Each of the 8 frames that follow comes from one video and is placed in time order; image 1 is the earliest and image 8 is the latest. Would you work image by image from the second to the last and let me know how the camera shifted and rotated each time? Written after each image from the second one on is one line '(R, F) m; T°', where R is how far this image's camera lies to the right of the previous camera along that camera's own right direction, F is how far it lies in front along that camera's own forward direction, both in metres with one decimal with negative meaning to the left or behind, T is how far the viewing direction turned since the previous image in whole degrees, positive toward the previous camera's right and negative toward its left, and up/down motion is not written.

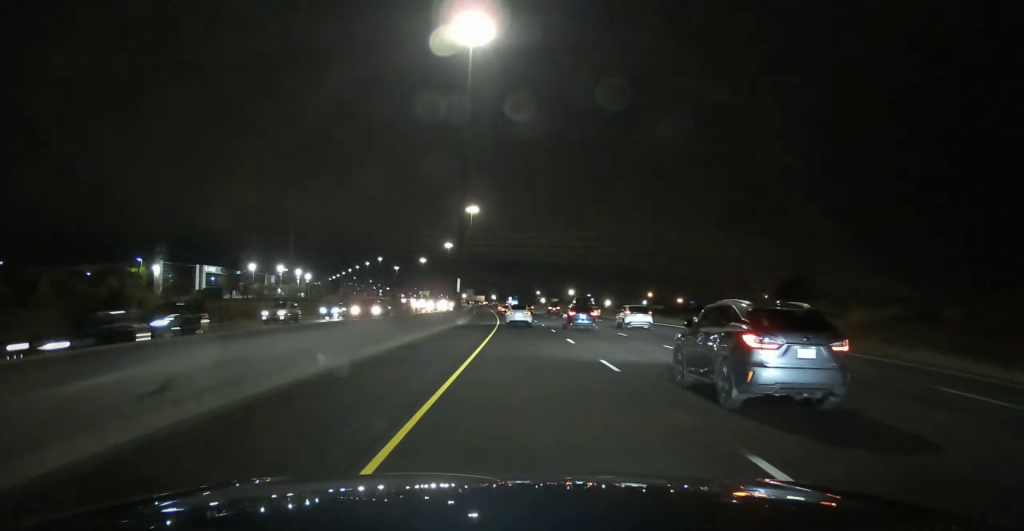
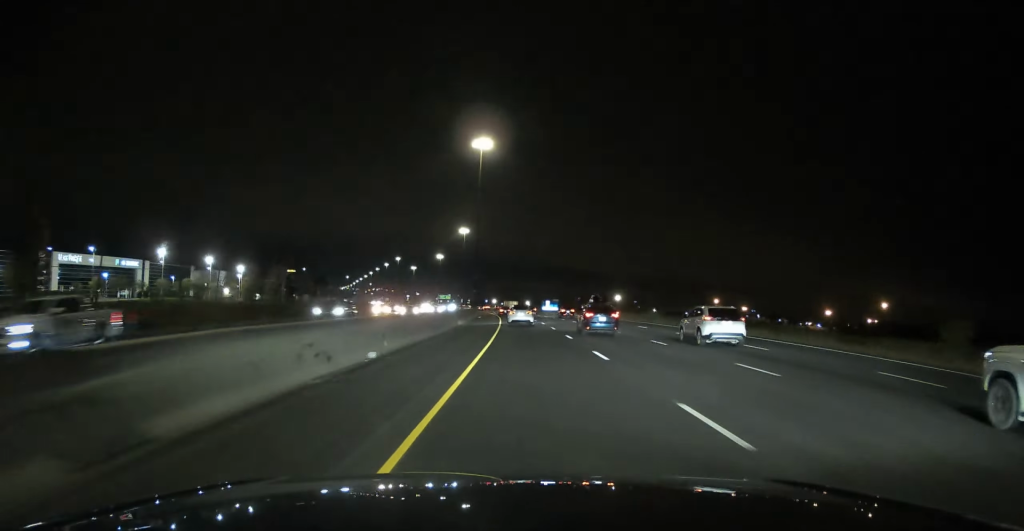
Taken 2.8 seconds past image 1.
(-2.3, +94.1) m; -3°
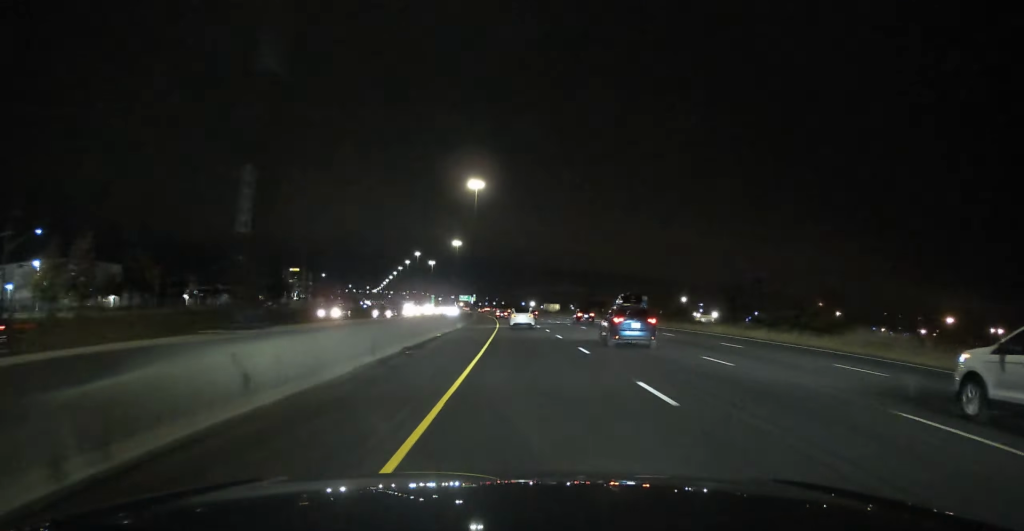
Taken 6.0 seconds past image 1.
(-2.5, +106.2) m; -3°
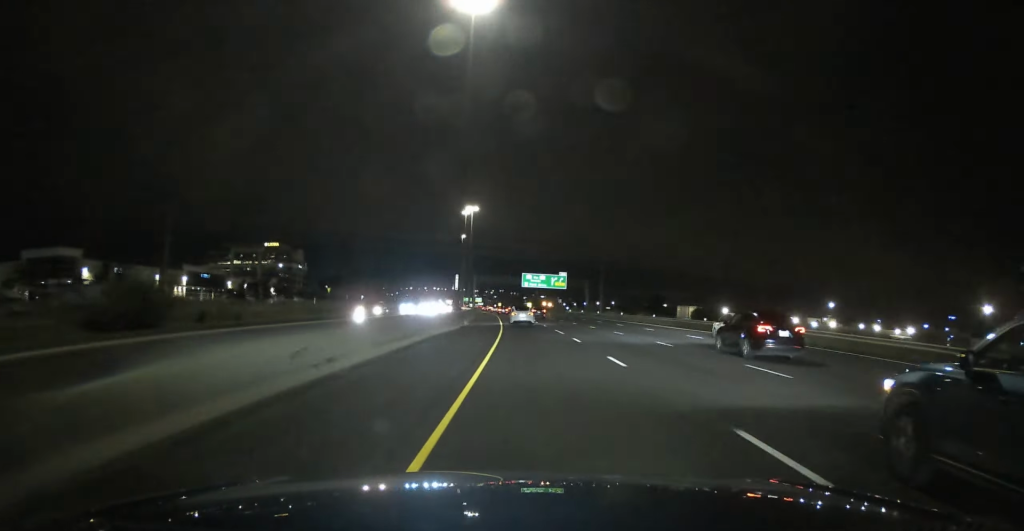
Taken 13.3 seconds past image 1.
(-17.7, +245.3) m; -8°
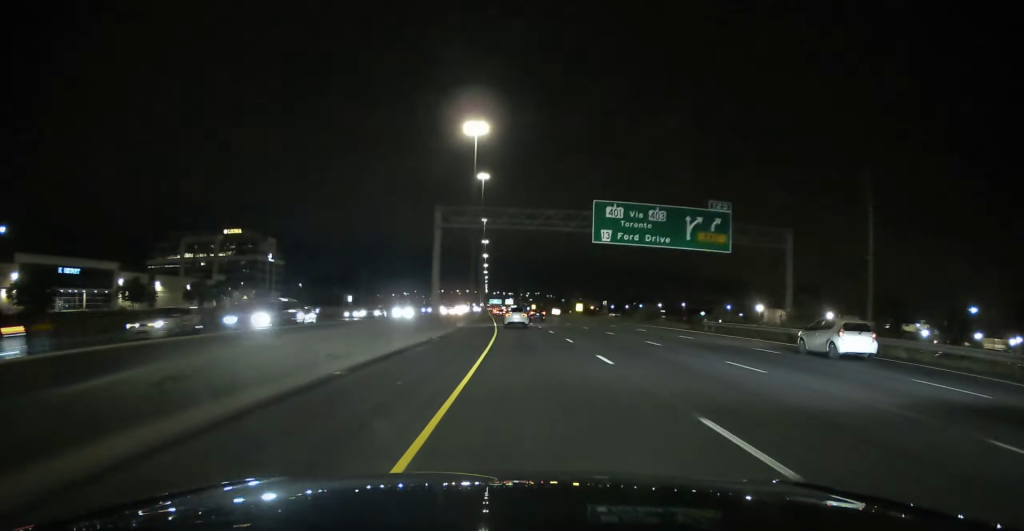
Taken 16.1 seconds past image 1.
(-2.3, +95.5) m; -2°
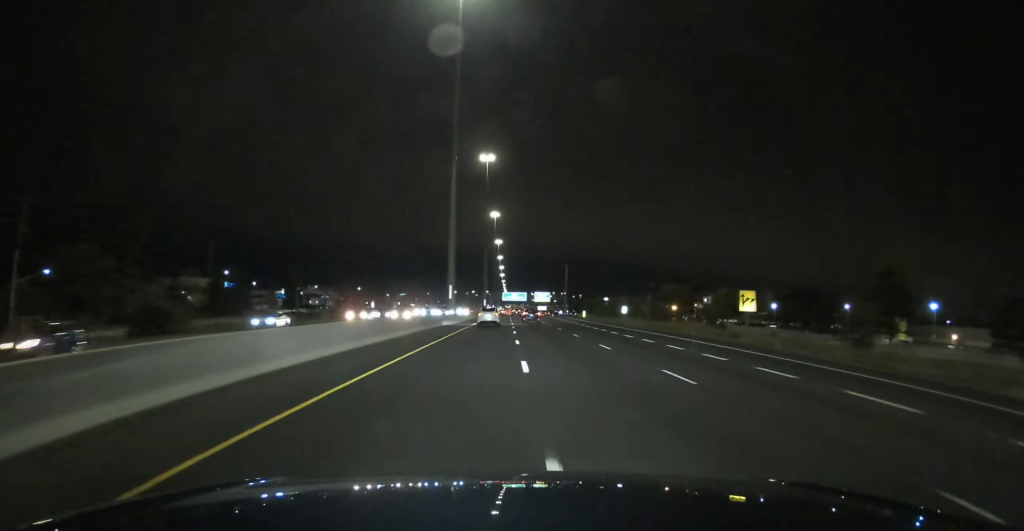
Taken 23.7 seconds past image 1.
(-7.4, +254.4) m; -2°
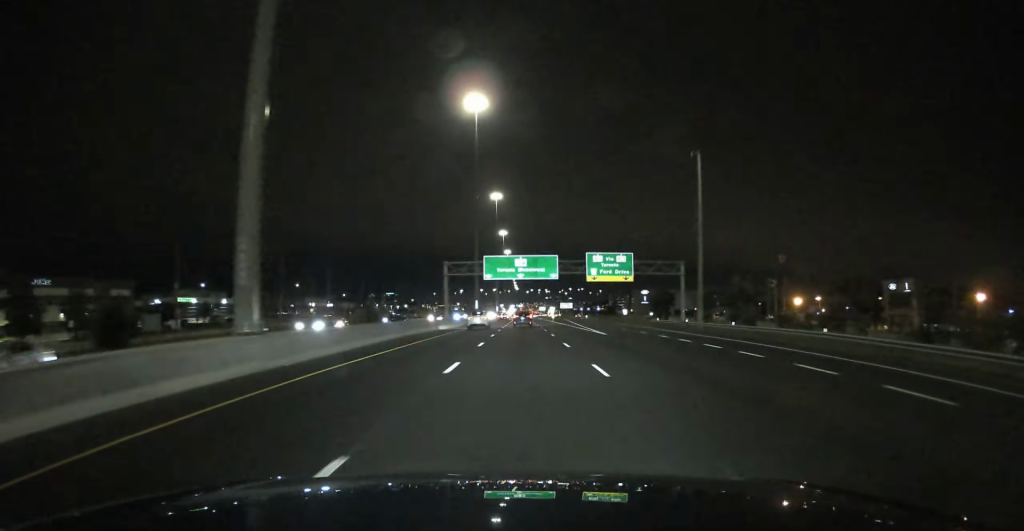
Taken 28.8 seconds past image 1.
(+0.4, +170.8) m; 0°
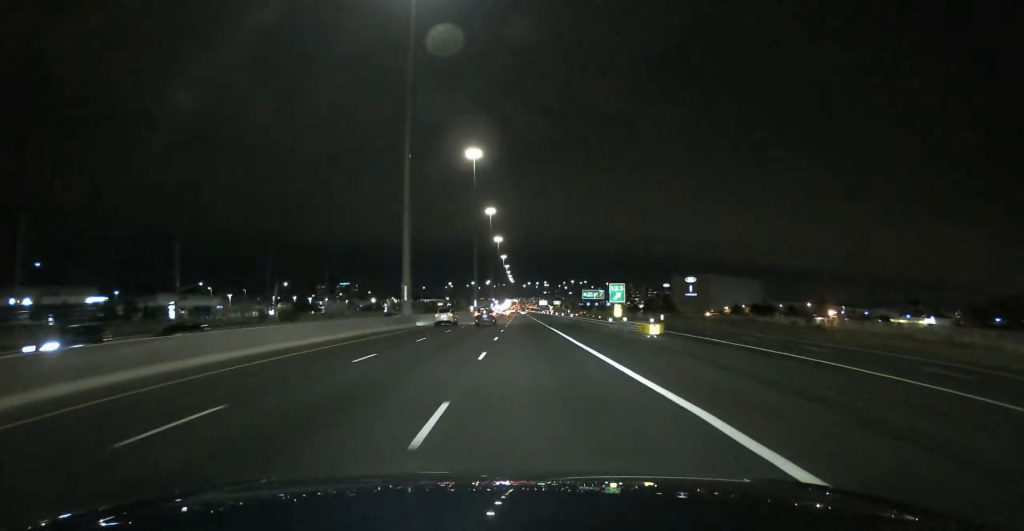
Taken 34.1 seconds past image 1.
(-0.4, +179.2) m; 0°
